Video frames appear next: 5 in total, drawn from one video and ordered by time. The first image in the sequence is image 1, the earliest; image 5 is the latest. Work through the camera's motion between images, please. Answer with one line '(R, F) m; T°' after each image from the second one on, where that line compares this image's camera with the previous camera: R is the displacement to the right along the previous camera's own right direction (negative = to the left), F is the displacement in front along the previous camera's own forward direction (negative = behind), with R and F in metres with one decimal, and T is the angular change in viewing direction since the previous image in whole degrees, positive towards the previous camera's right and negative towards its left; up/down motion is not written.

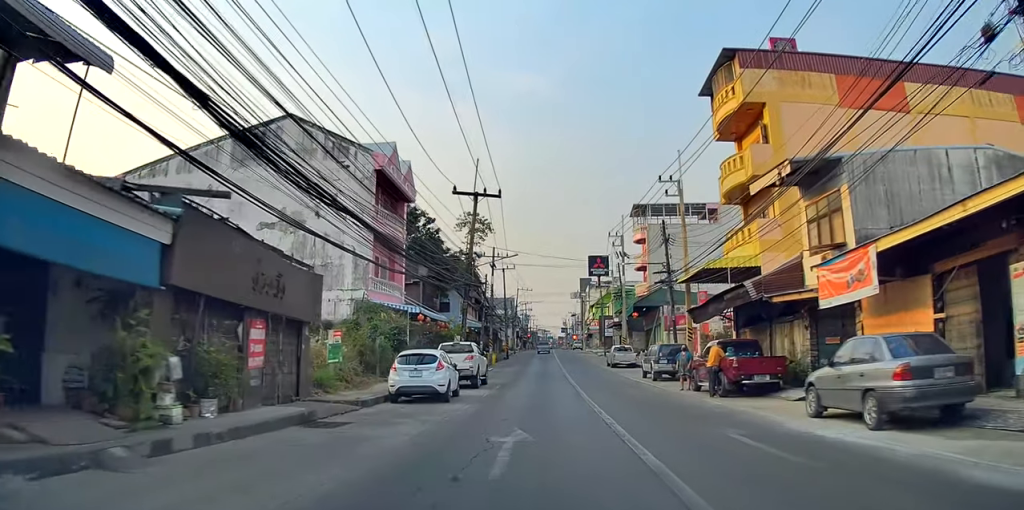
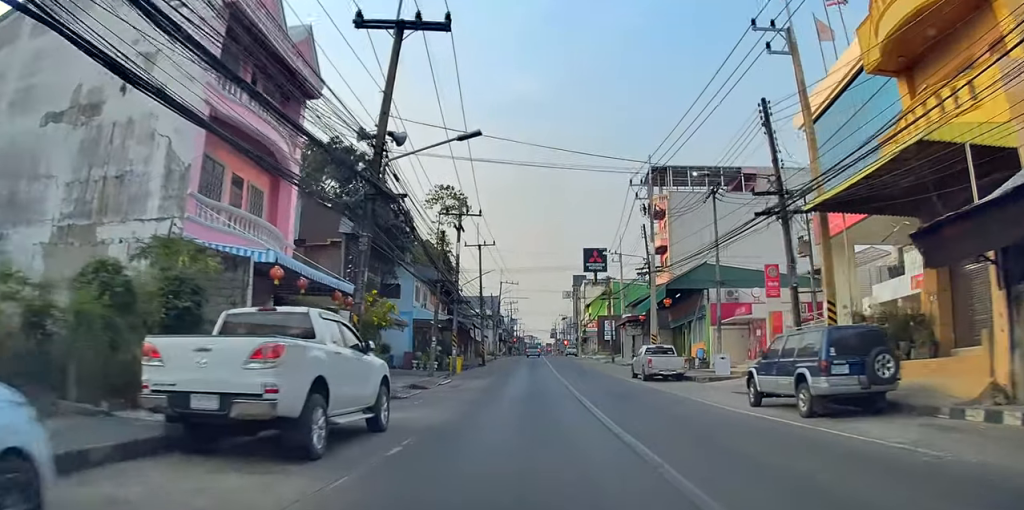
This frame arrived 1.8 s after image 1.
(+1.2, +17.0) m; +1°
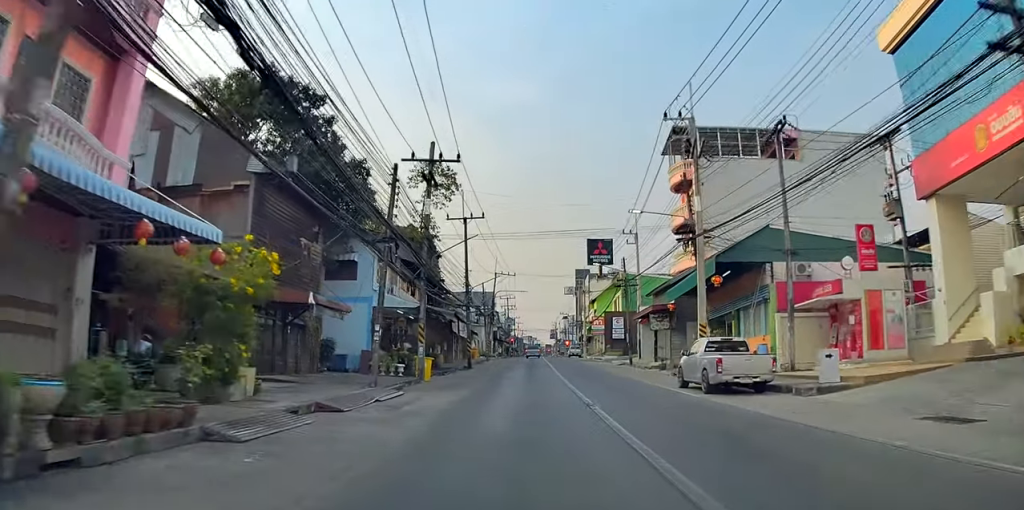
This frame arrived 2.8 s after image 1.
(-0.6, +10.1) m; -2°
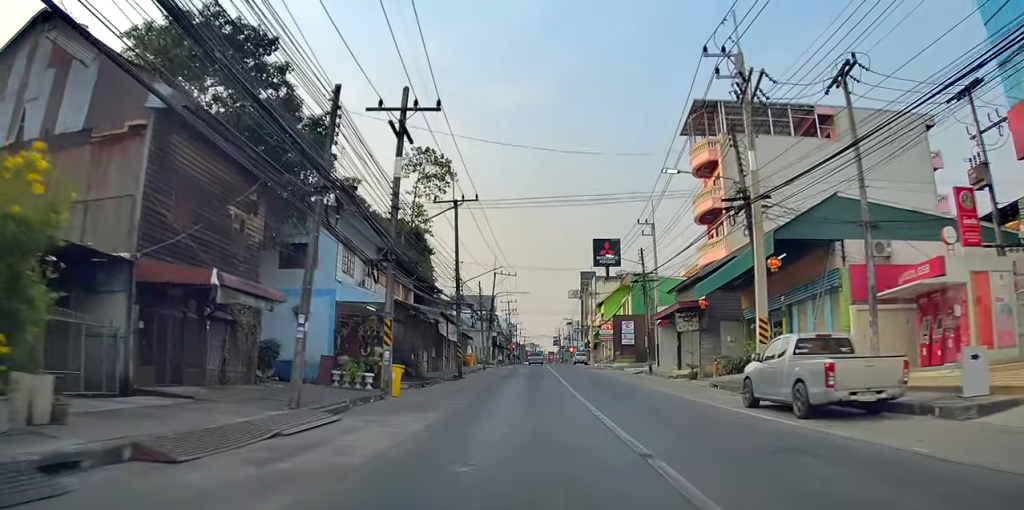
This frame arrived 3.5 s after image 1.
(0.0, +6.3) m; 0°
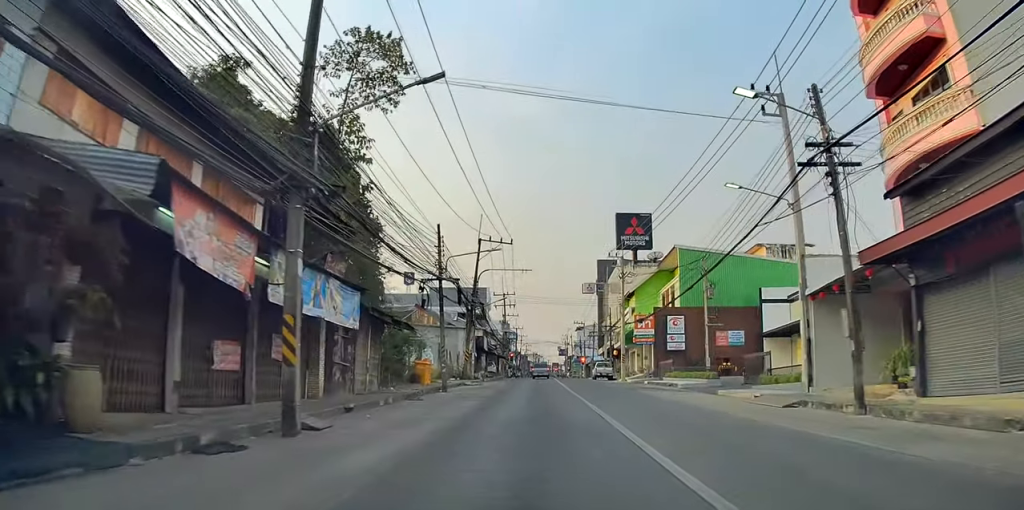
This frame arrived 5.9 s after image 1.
(+0.5, +25.2) m; +4°
